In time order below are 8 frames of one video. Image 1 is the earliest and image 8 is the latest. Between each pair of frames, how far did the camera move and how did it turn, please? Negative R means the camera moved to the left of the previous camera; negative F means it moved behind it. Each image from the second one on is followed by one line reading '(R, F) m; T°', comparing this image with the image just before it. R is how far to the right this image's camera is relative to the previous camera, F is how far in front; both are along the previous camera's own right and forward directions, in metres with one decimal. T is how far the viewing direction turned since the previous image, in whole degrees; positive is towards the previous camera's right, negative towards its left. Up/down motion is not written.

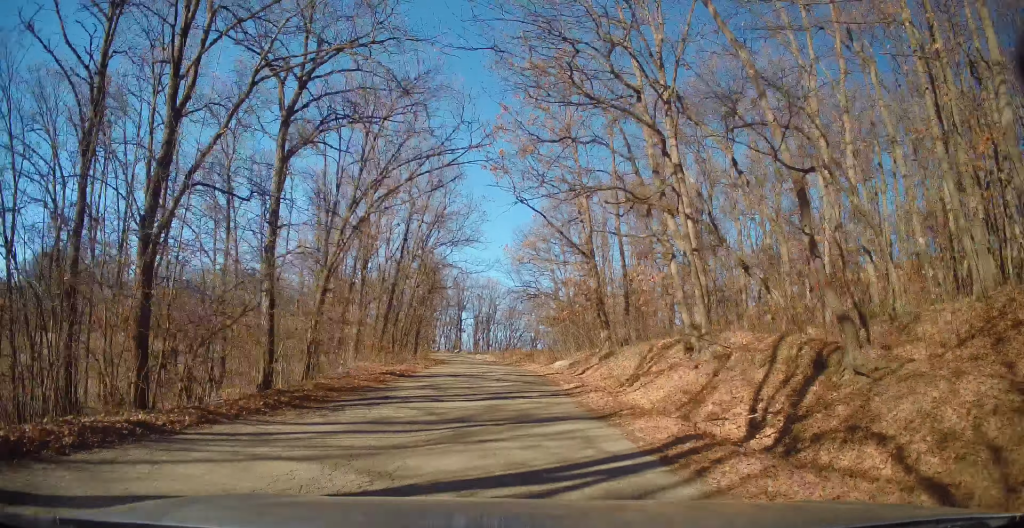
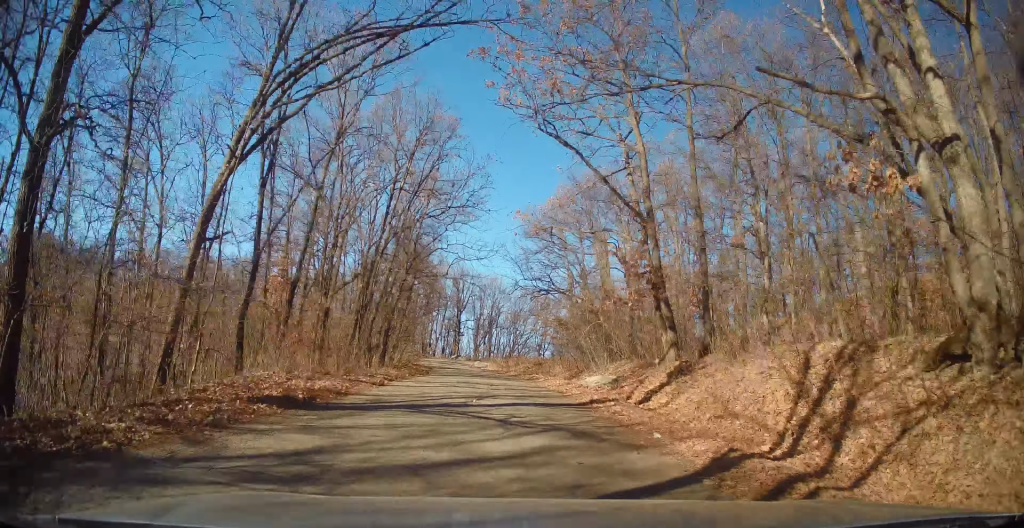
(+0.4, +10.4) m; +4°
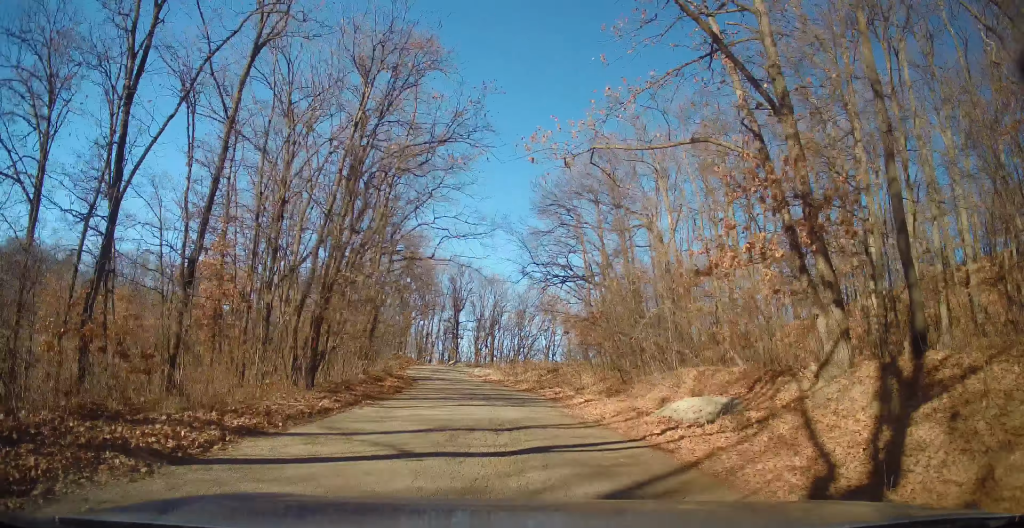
(+0.2, +9.6) m; +2°
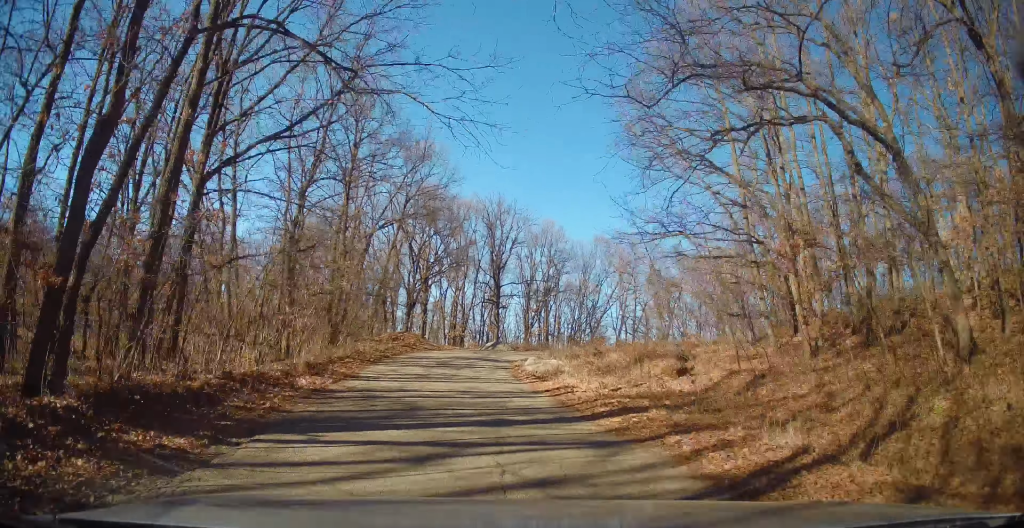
(-0.4, +23.5) m; -5°
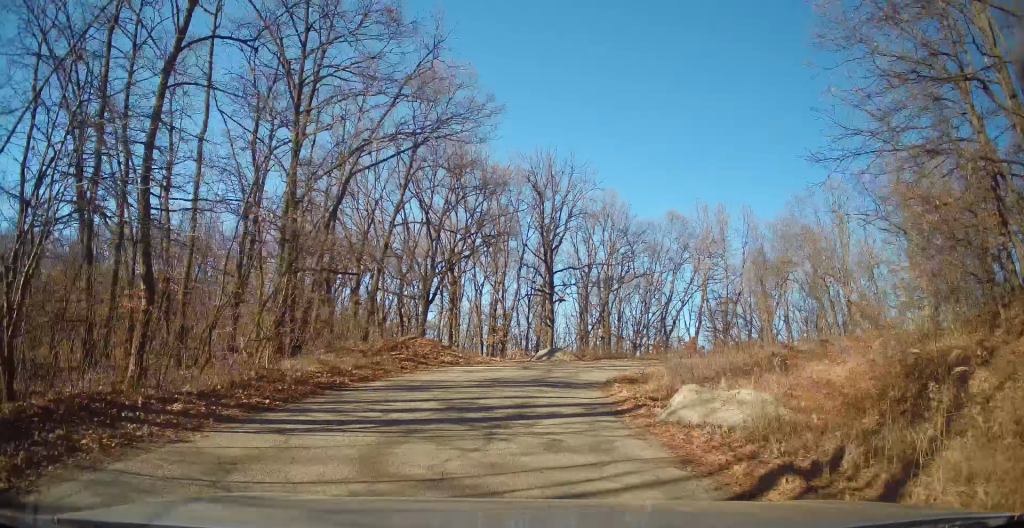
(-0.4, +13.8) m; -1°
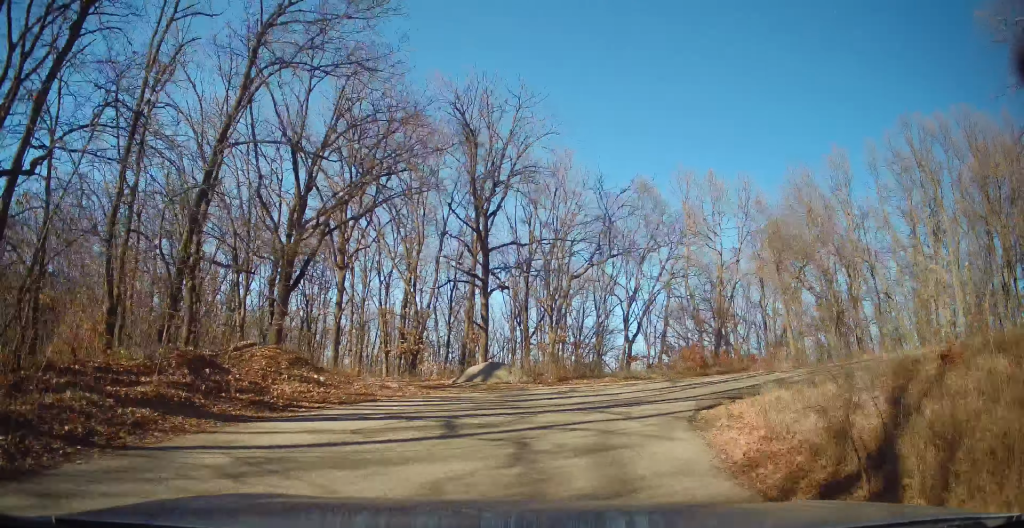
(+0.2, +12.6) m; +6°
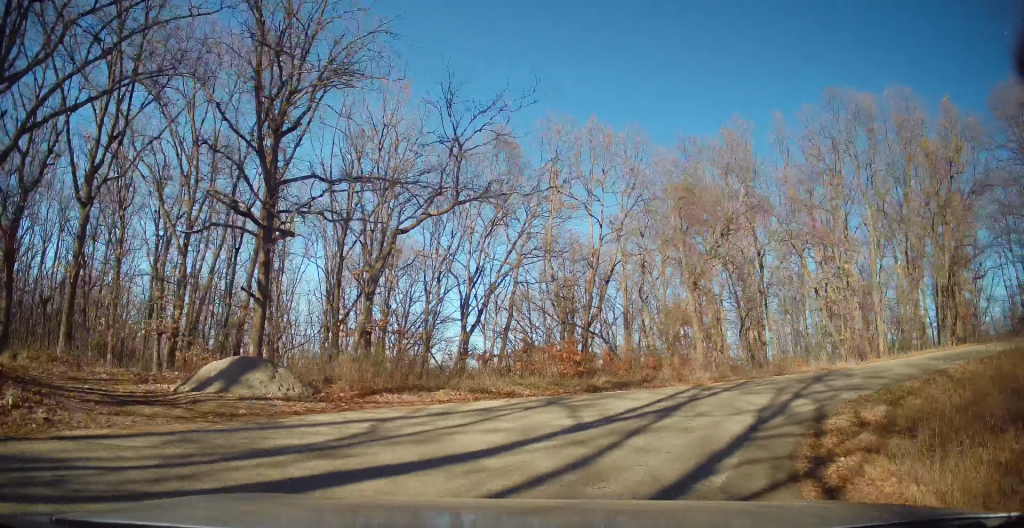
(+0.8, +9.0) m; +16°
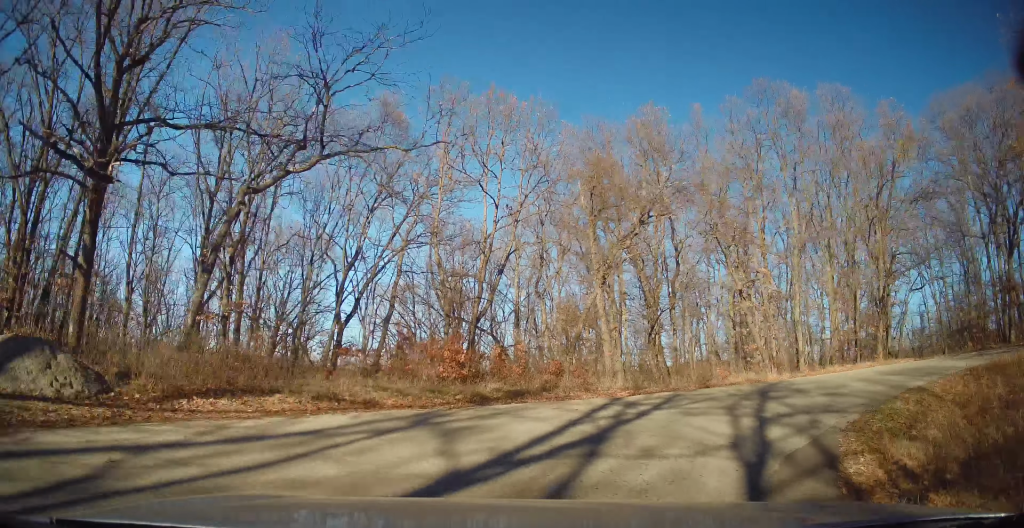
(-0.2, +3.8) m; +9°
